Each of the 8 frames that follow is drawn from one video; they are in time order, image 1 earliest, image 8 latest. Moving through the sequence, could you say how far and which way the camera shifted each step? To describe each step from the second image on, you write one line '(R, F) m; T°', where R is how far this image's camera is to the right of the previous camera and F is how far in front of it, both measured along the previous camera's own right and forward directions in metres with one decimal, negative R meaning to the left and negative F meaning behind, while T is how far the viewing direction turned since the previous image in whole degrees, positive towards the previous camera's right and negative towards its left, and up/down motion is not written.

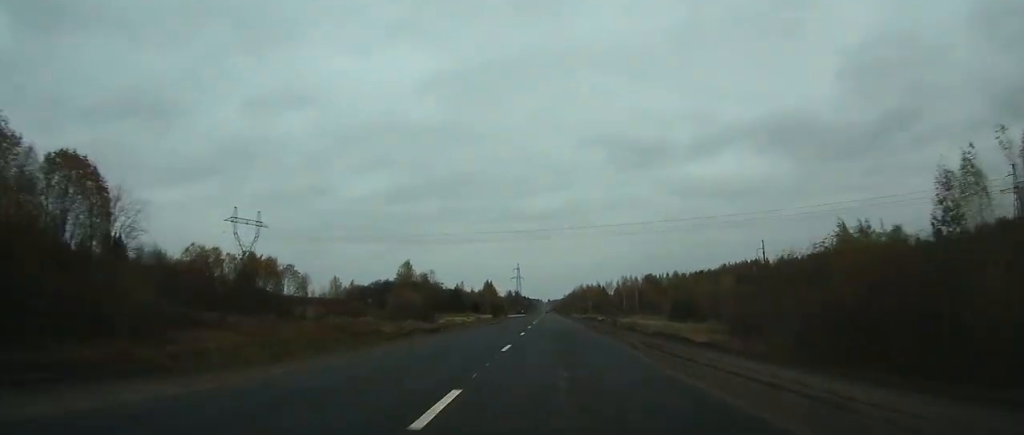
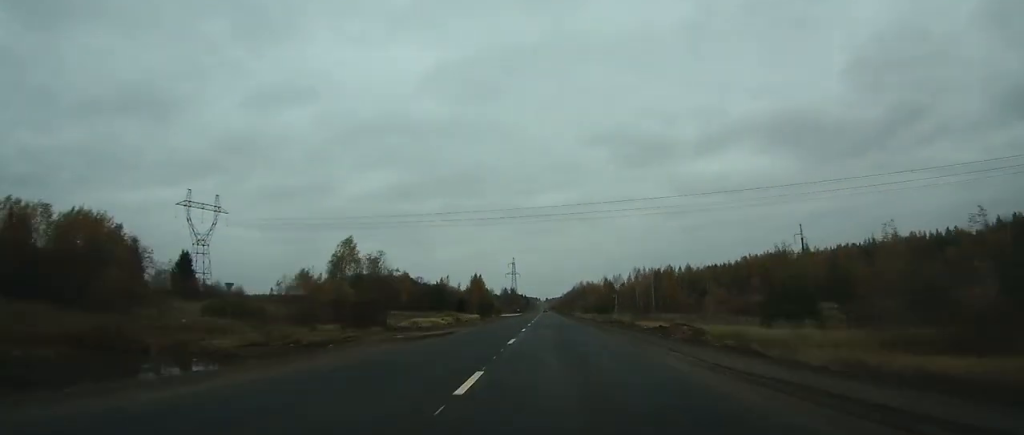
(0.0, +32.4) m; 0°
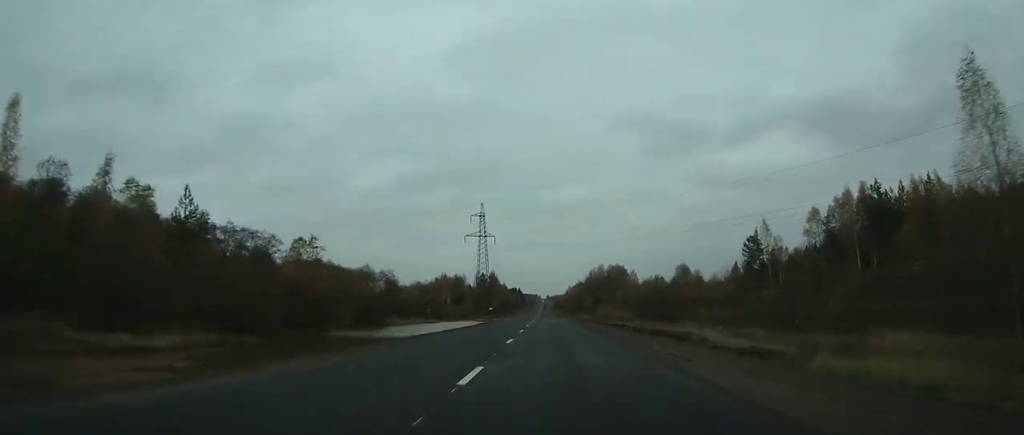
(-0.5, +194.6) m; 0°
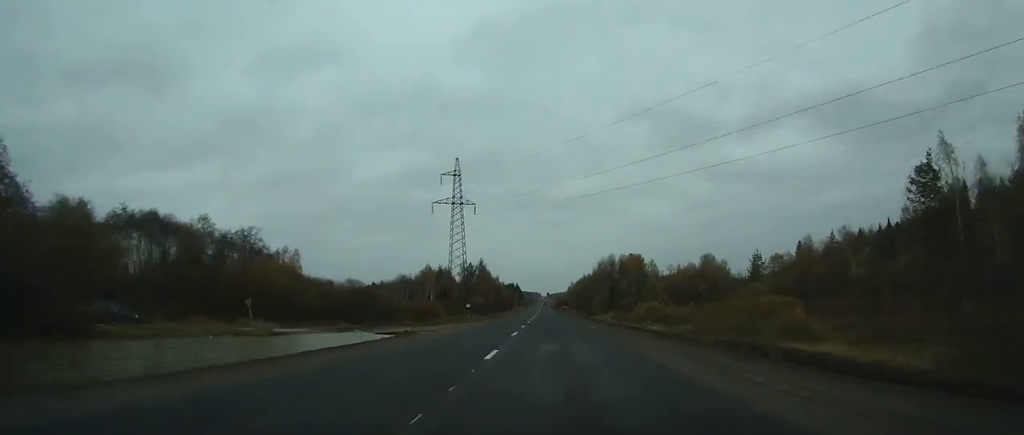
(0.0, +53.9) m; 0°
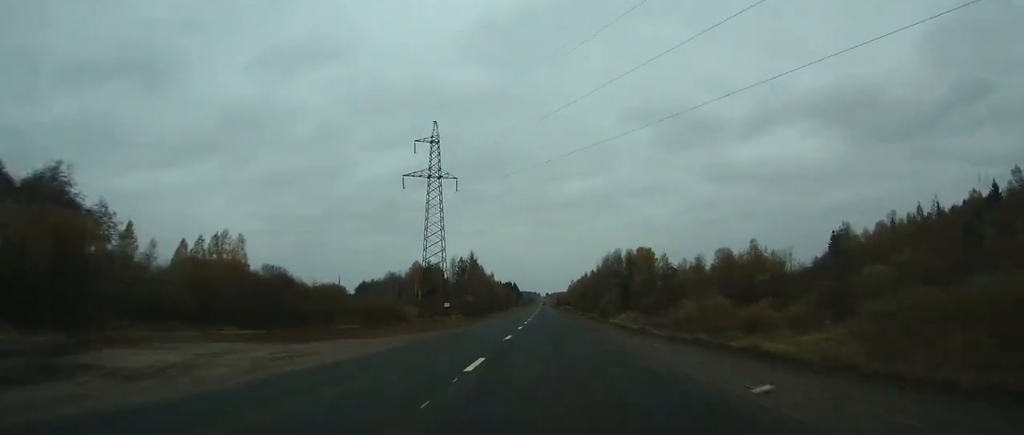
(0.0, +26.3) m; 0°
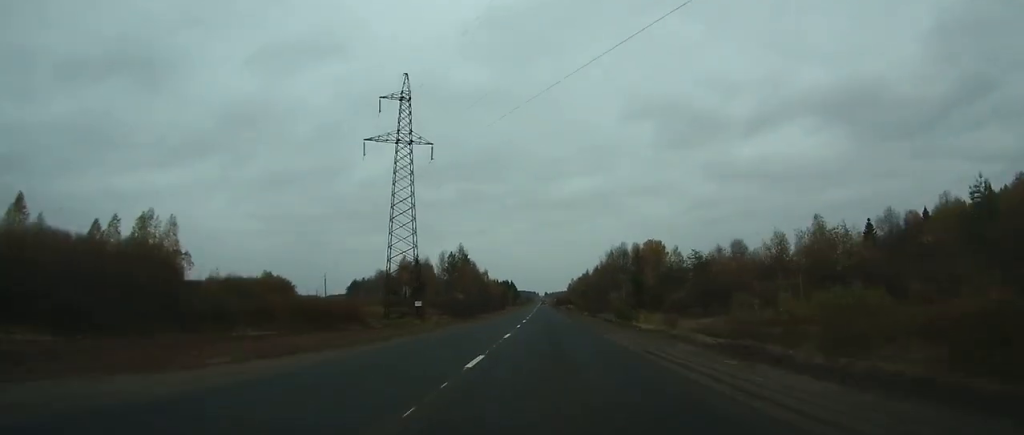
(0.0, +22.1) m; 0°
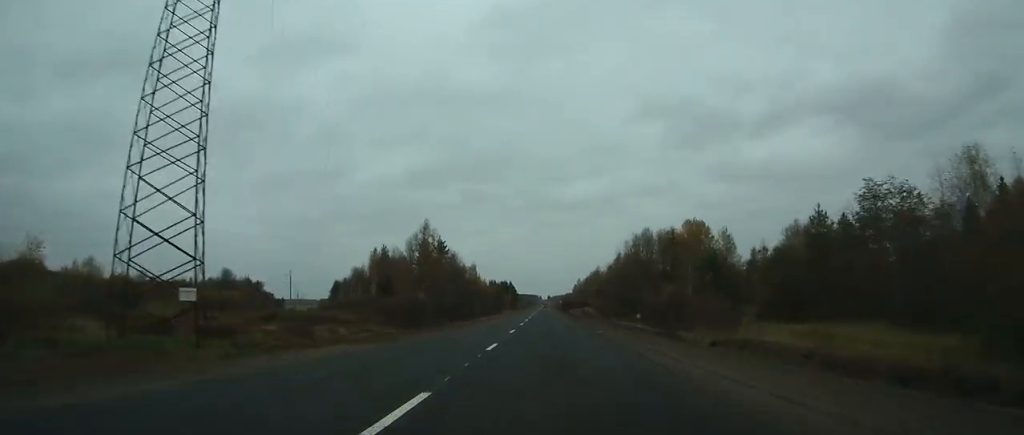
(-0.1, +54.7) m; 0°
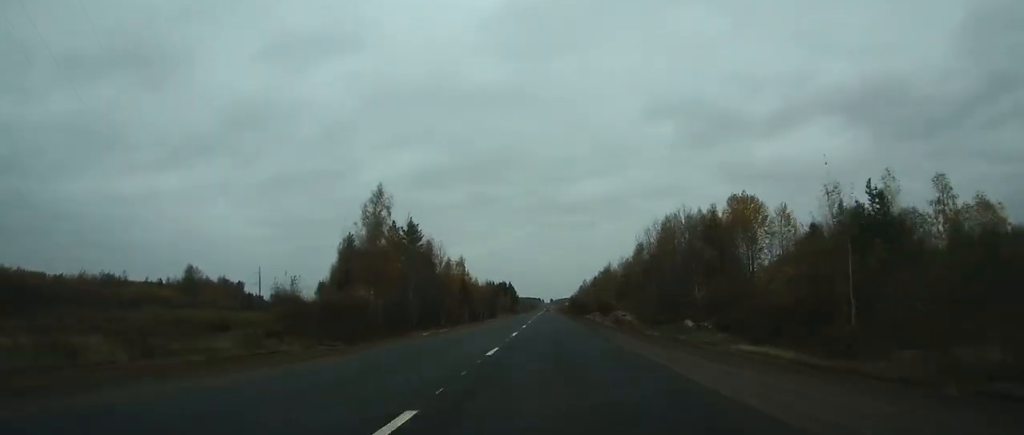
(0.0, +39.3) m; 0°
